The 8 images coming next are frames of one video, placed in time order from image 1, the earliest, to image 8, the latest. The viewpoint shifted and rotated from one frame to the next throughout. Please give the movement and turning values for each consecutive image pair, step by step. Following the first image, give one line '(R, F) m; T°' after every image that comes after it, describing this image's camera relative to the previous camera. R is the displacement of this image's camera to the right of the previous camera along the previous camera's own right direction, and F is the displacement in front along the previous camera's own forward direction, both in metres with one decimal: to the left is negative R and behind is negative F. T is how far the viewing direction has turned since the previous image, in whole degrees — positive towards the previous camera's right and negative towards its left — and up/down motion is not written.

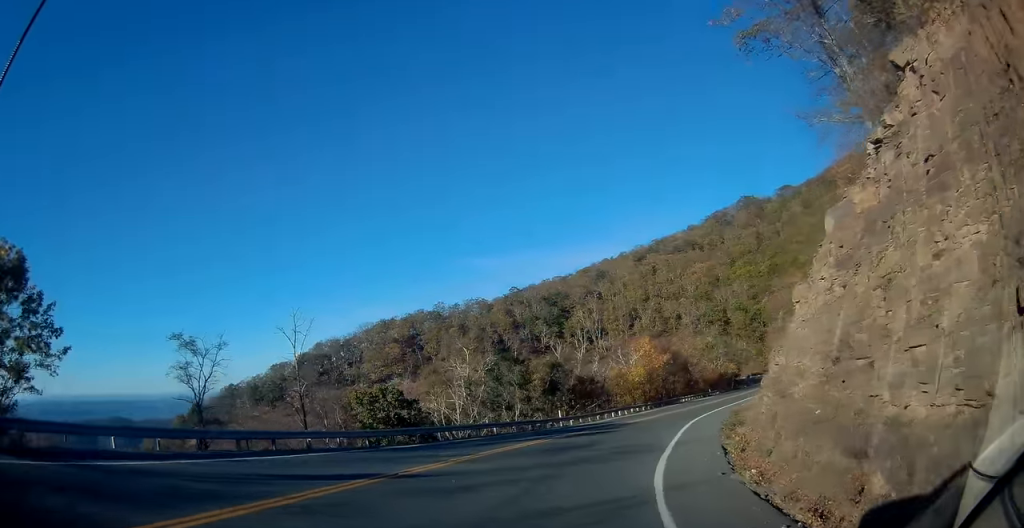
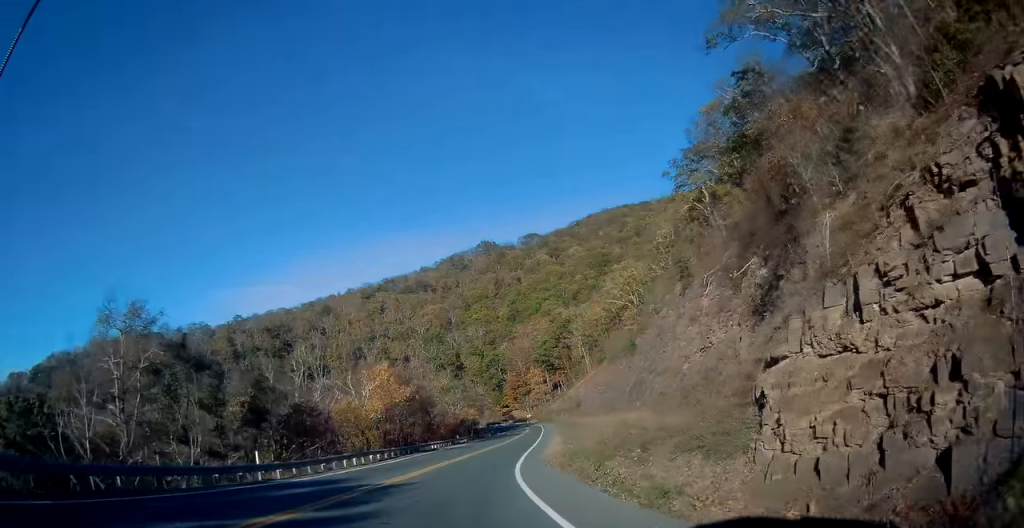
(+4.4, +18.0) m; +27°
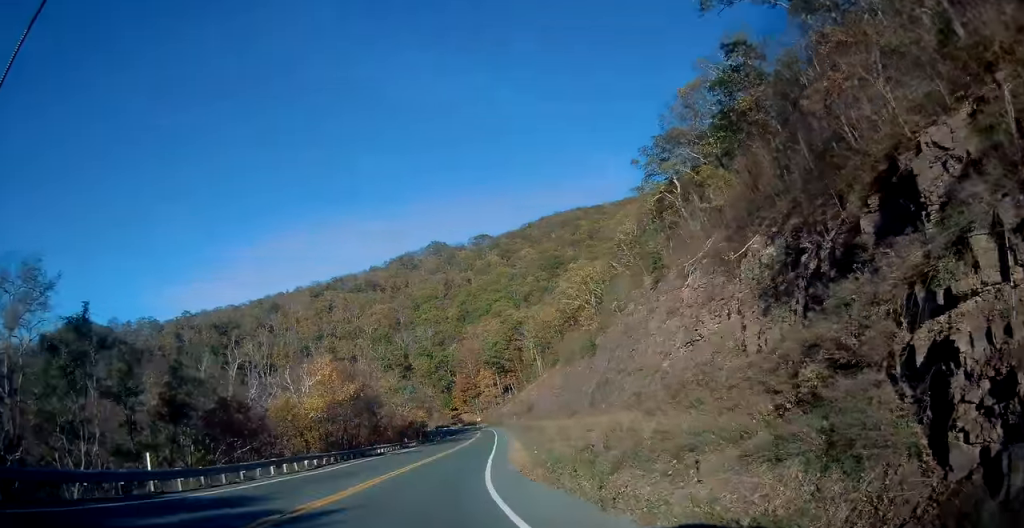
(+0.5, +6.1) m; +5°
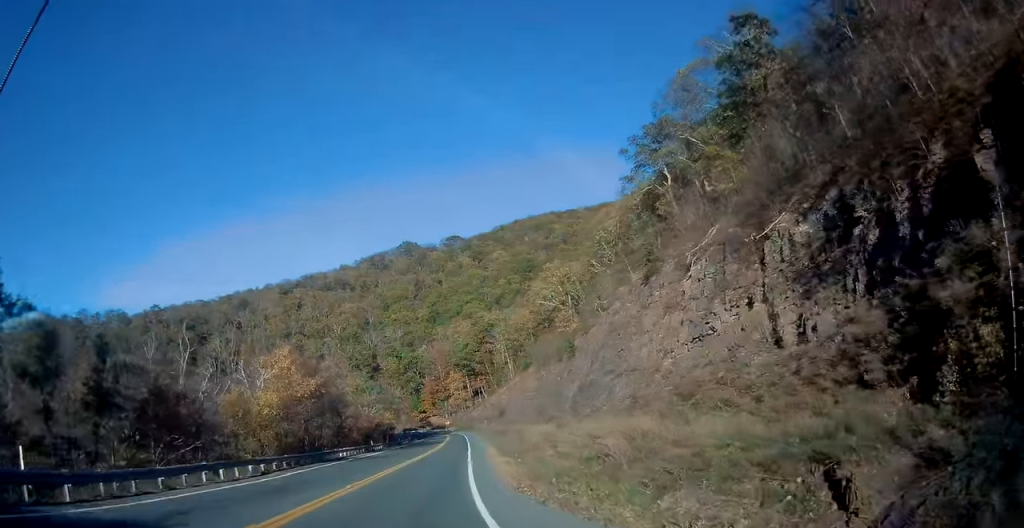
(+0.1, +5.5) m; +4°
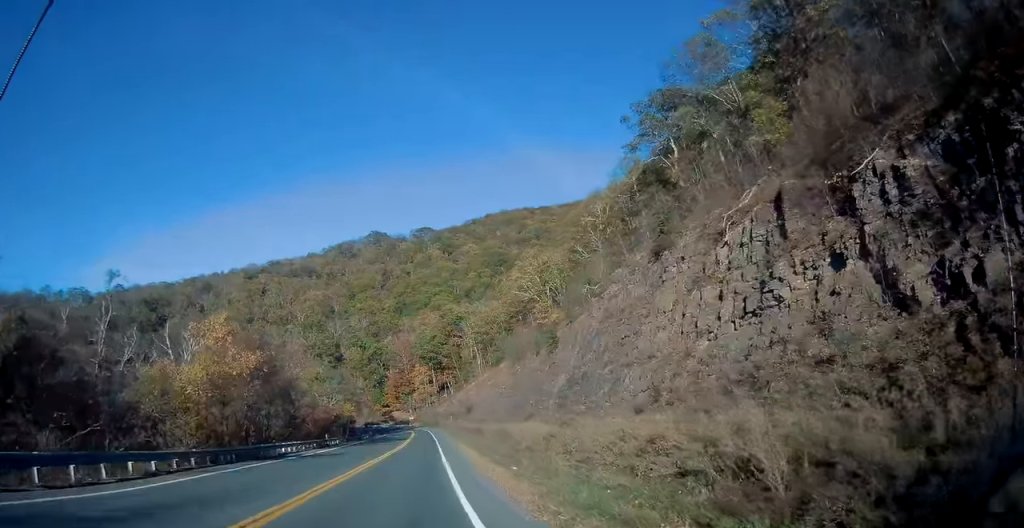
(+0.5, +9.7) m; +4°
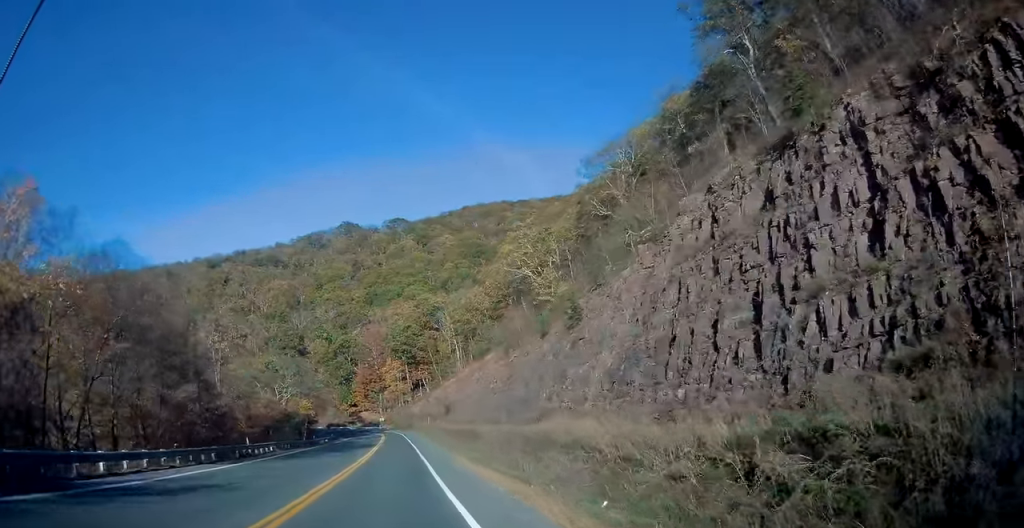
(+1.0, +22.8) m; +4°
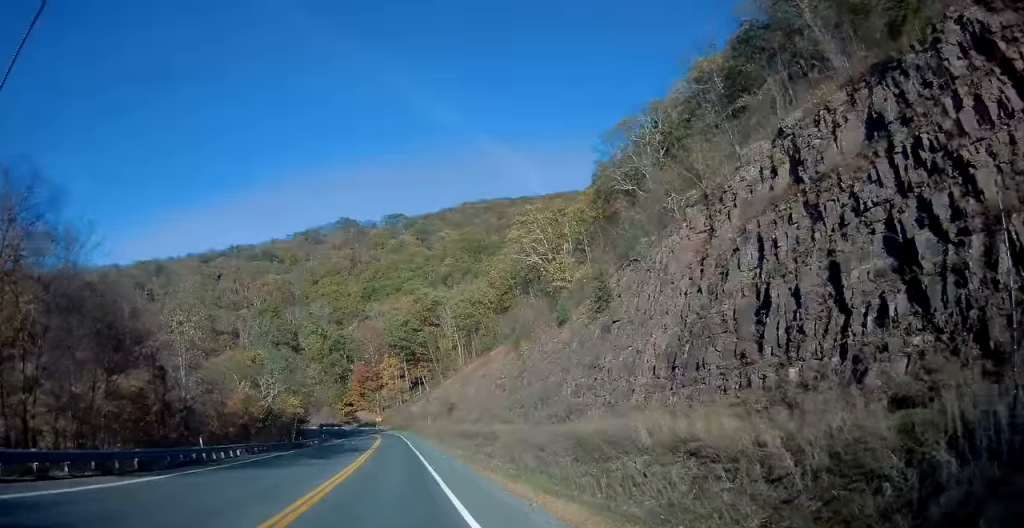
(+0.1, +9.6) m; +1°
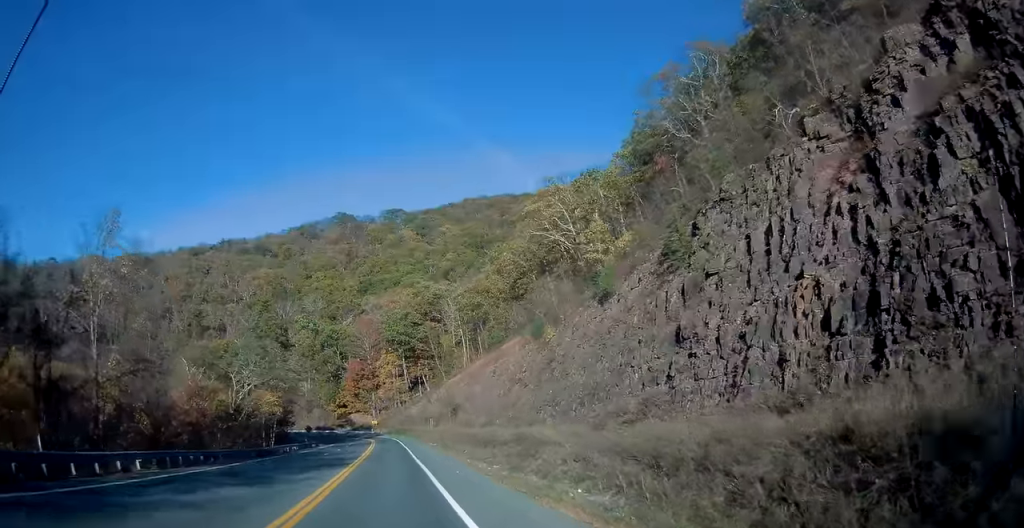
(+0.3, +15.7) m; +1°
